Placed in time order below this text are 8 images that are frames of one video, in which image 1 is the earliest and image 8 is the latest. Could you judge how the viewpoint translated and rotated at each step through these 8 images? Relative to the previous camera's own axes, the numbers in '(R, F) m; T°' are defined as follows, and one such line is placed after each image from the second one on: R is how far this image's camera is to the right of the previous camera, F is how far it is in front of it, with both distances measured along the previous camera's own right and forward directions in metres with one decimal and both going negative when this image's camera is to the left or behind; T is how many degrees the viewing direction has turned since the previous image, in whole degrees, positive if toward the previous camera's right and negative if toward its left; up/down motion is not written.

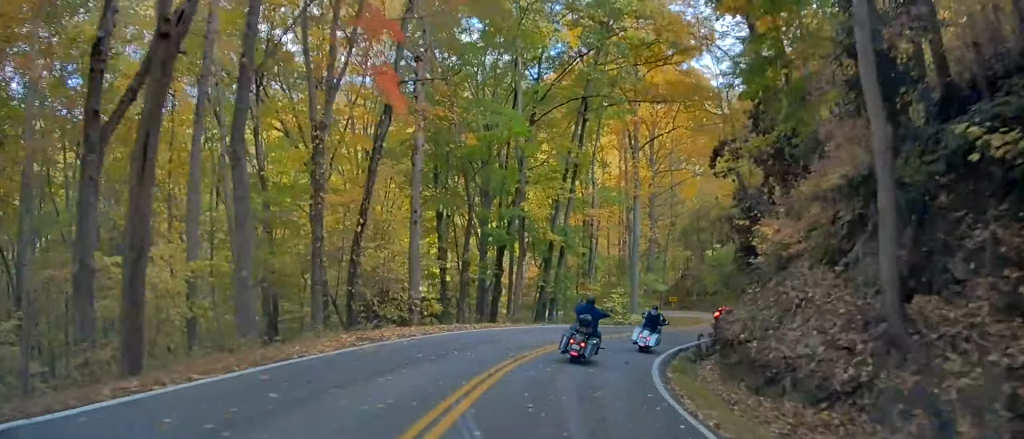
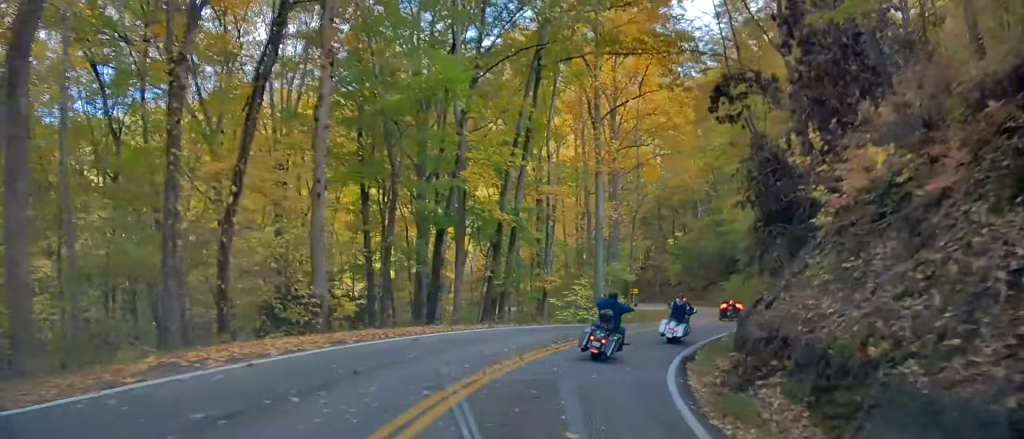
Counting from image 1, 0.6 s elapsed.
(+0.1, +7.1) m; +5°
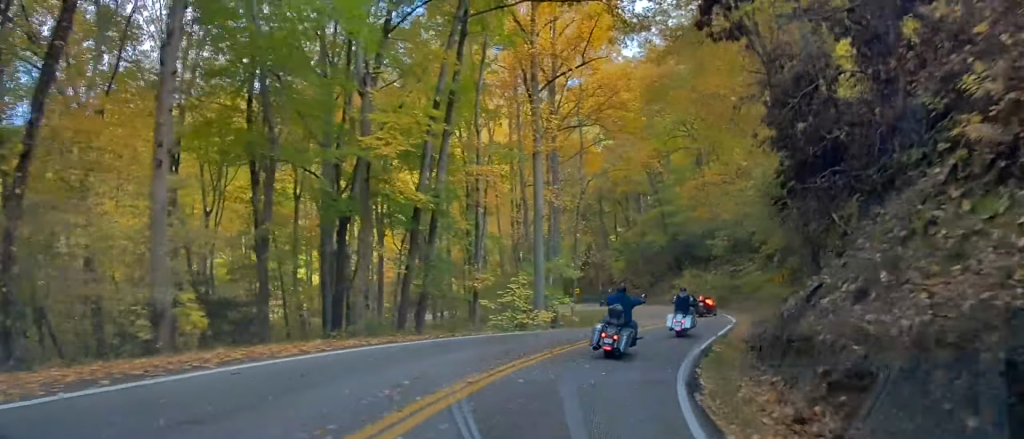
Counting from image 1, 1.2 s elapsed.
(+0.6, +6.2) m; +3°
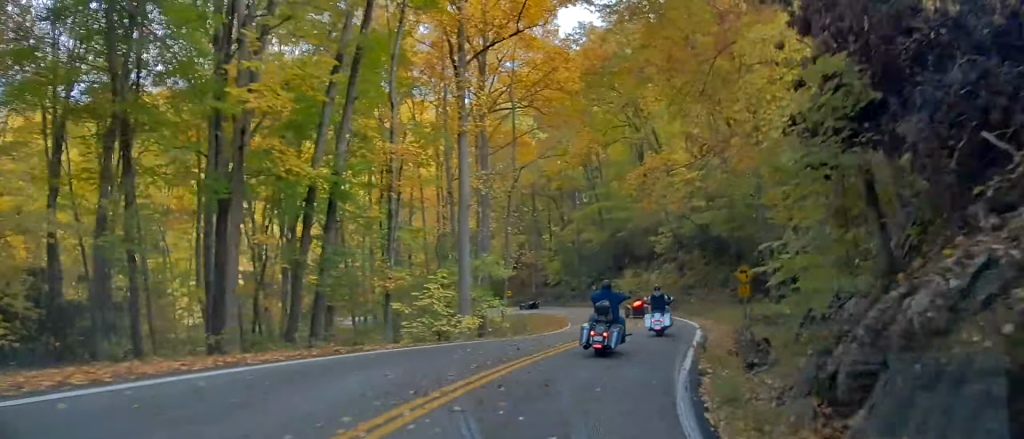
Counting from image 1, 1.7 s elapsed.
(+0.1, +5.1) m; +4°
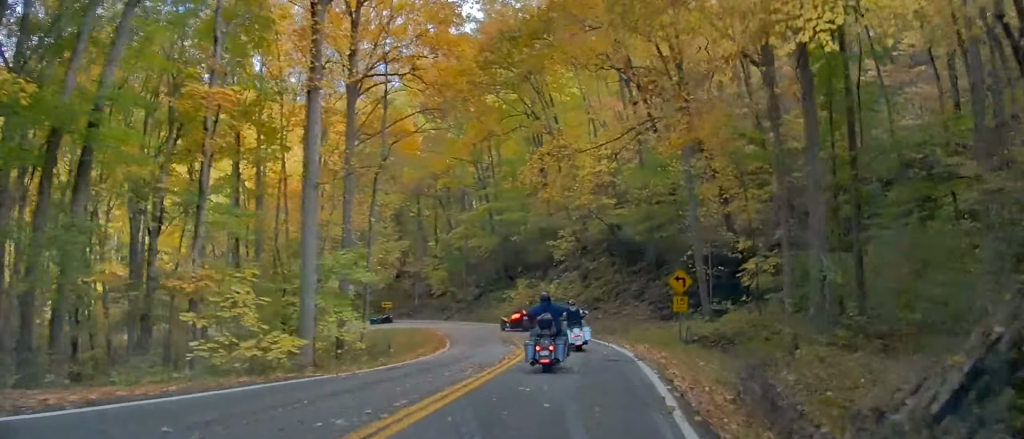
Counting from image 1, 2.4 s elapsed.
(-0.5, +8.3) m; +9°
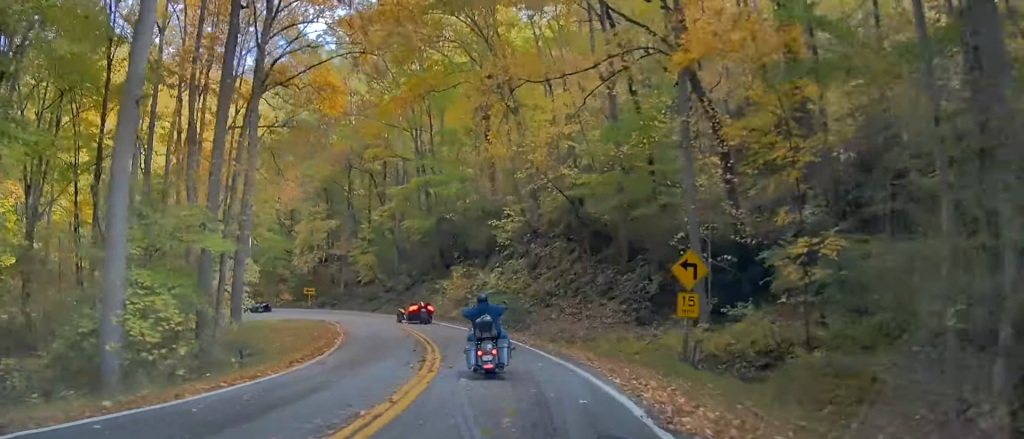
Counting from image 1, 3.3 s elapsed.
(+2.0, +8.9) m; +7°
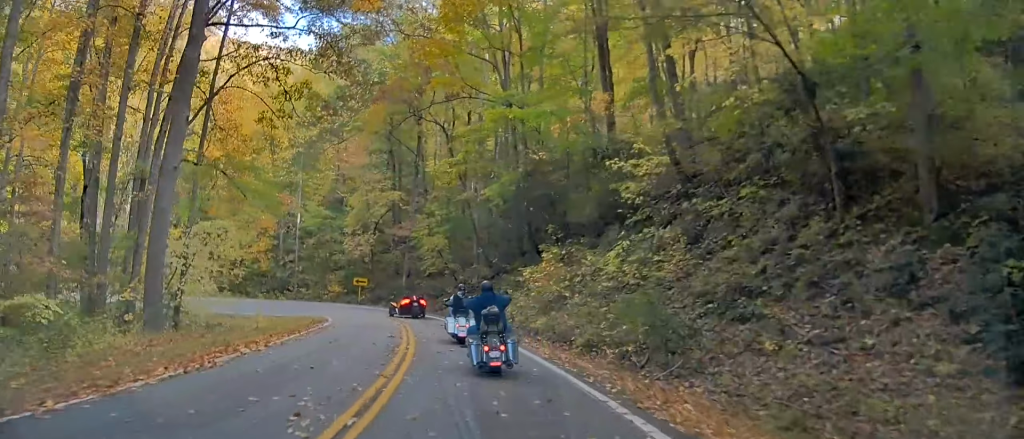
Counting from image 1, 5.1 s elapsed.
(-1.5, +19.5) m; -6°
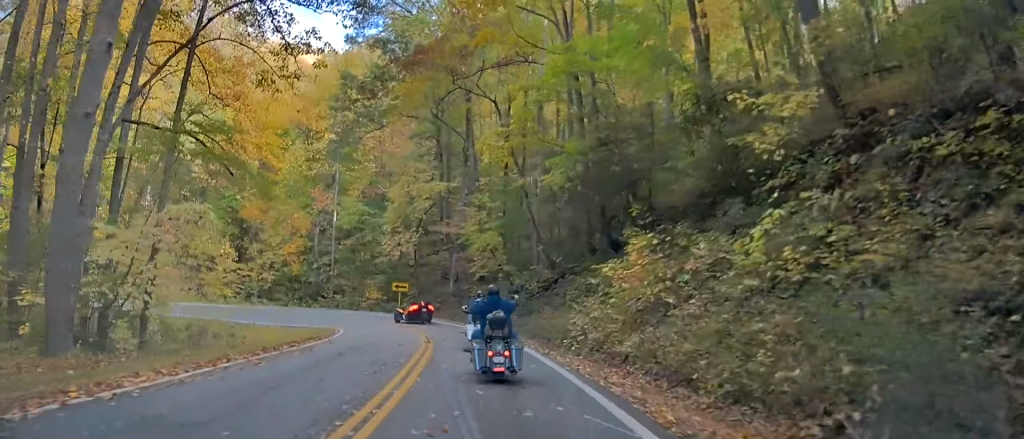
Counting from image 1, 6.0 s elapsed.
(0.0, +9.8) m; -3°
